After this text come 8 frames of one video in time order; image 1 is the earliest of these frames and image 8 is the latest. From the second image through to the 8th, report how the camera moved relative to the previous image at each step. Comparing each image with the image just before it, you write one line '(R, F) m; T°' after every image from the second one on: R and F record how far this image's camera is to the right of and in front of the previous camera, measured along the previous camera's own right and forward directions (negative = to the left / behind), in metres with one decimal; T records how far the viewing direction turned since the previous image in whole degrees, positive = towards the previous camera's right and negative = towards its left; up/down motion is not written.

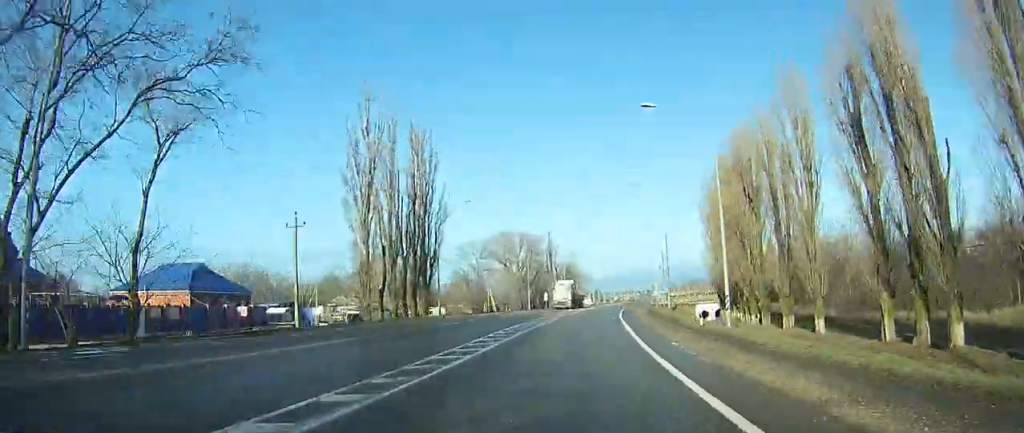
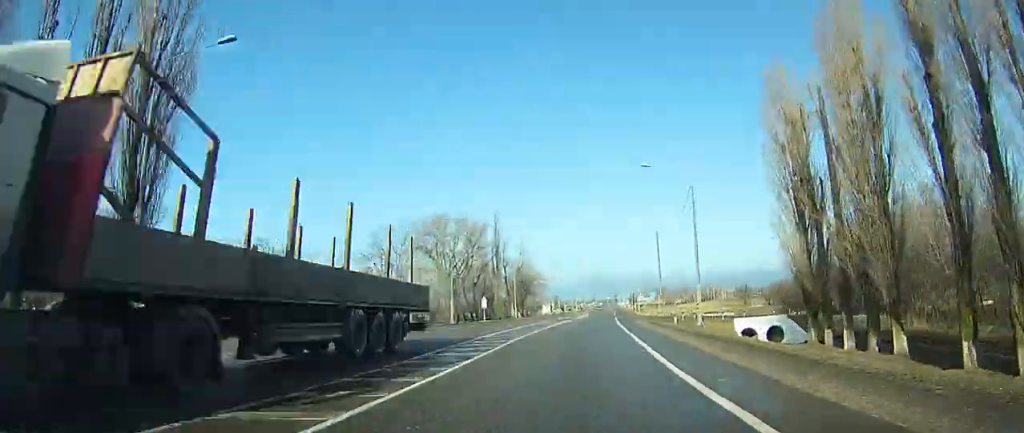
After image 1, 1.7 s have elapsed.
(+0.4, +37.7) m; +4°
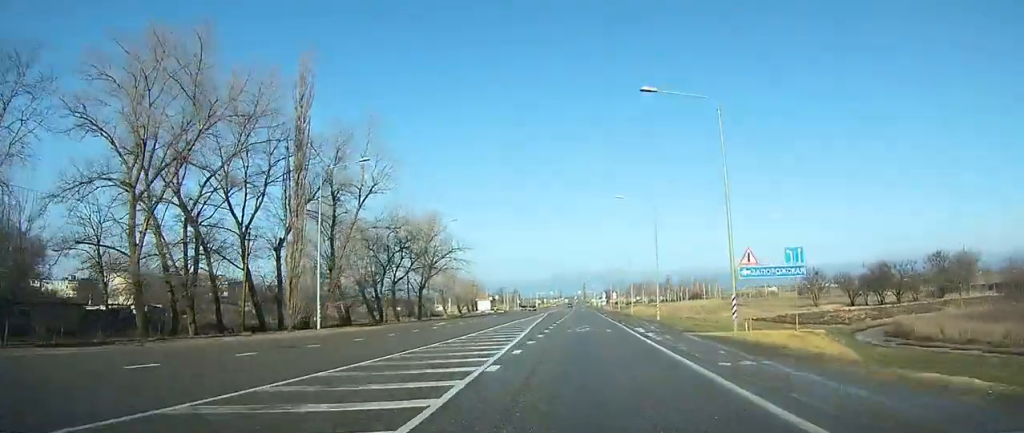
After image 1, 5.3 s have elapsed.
(+5.4, +78.5) m; +5°
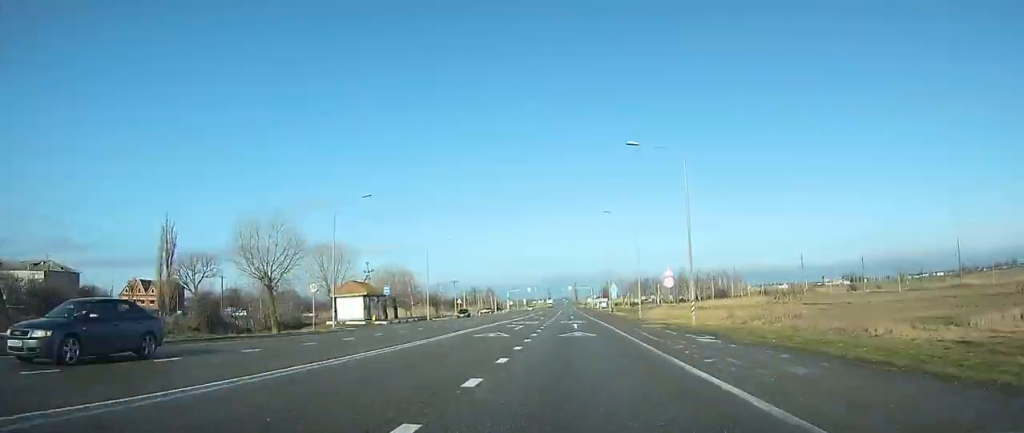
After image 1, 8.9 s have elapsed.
(+0.4, +78.5) m; 0°
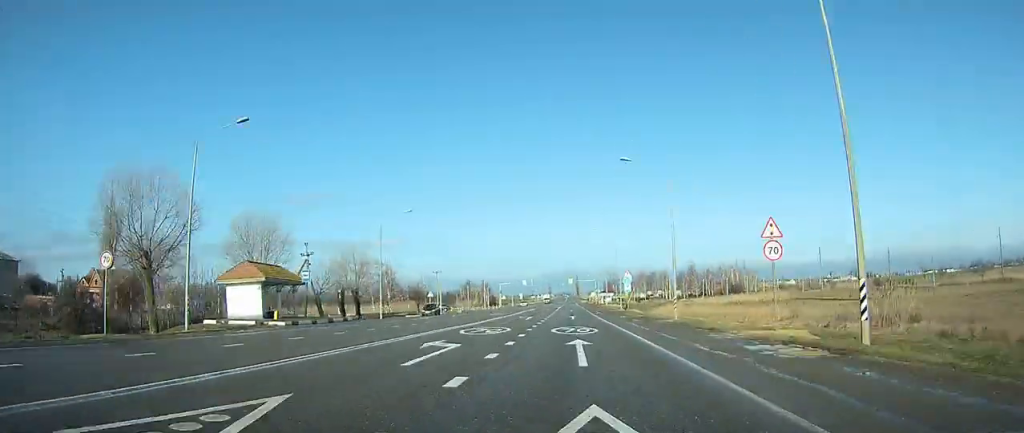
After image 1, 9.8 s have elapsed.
(0.0, +20.9) m; 0°
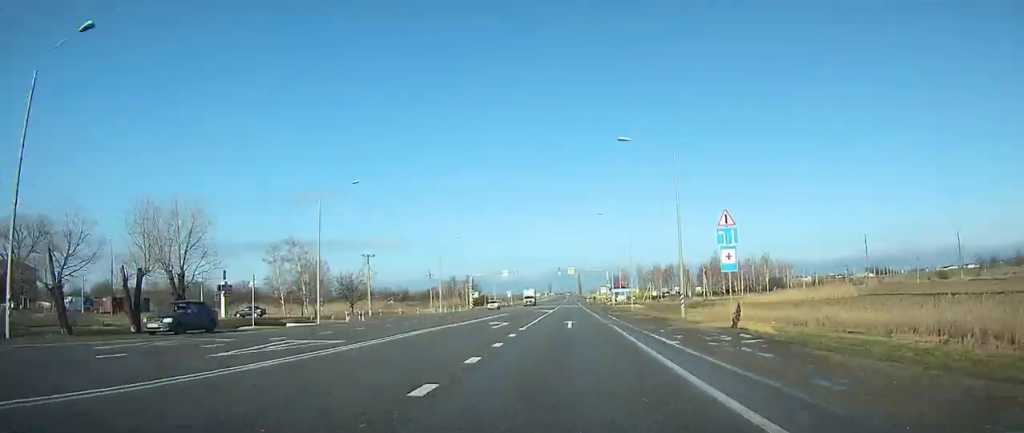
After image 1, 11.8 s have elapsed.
(-0.2, +44.9) m; 0°
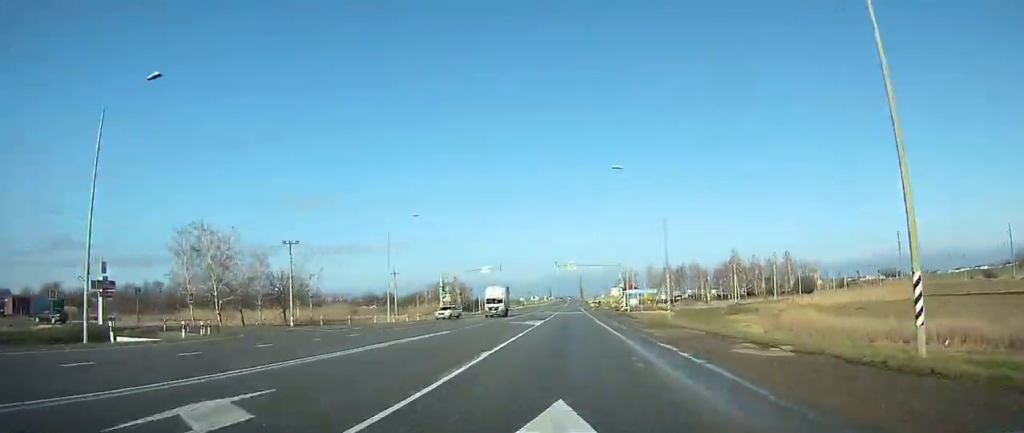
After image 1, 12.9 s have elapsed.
(0.0, +25.5) m; 0°
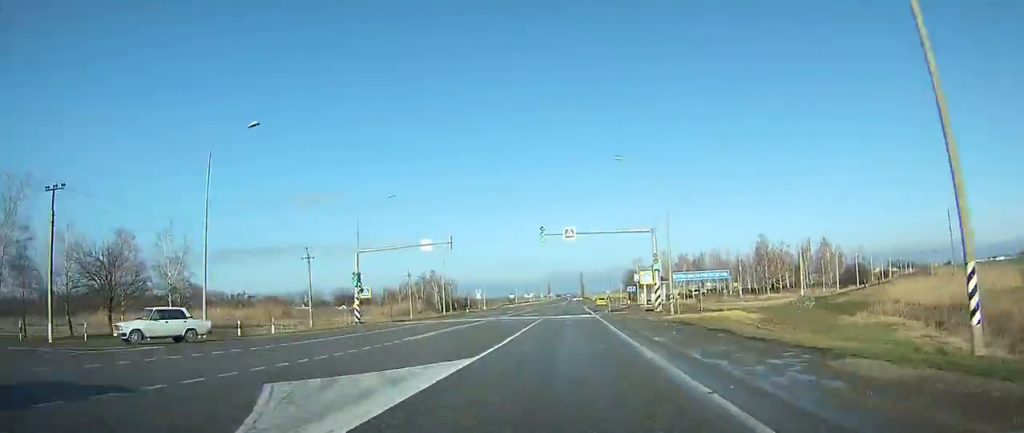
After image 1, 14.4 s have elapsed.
(-0.1, +33.0) m; 0°
